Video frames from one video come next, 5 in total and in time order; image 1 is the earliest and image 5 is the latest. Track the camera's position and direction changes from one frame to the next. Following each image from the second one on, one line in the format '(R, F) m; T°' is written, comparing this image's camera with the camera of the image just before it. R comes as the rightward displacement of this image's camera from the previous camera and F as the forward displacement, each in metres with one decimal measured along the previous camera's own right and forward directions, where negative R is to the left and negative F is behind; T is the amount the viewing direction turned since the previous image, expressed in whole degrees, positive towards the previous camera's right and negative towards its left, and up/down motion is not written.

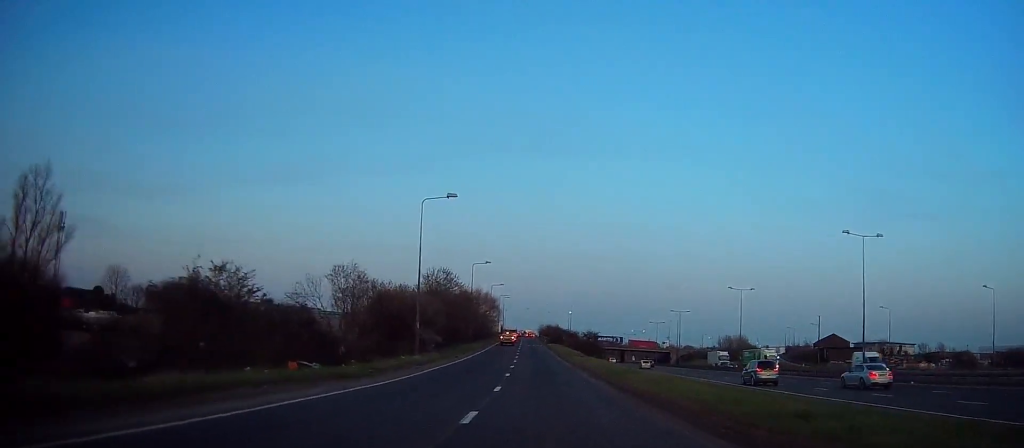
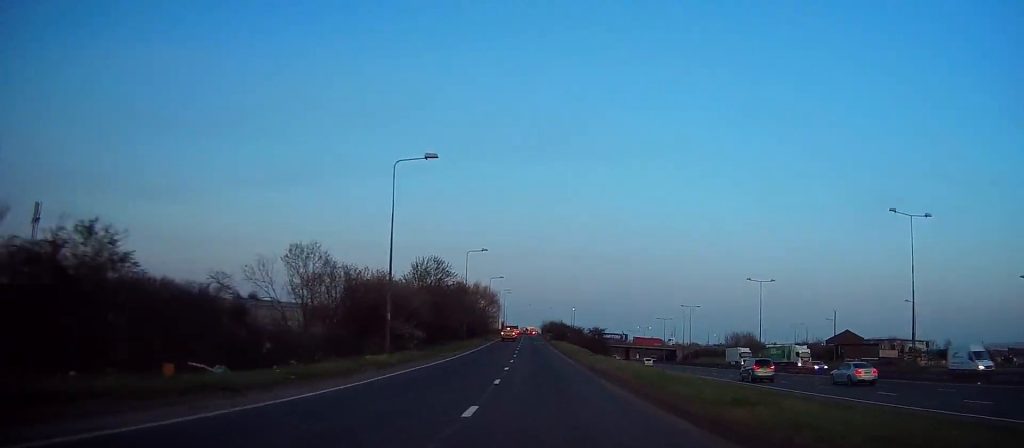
(-0.1, +8.3) m; -1°
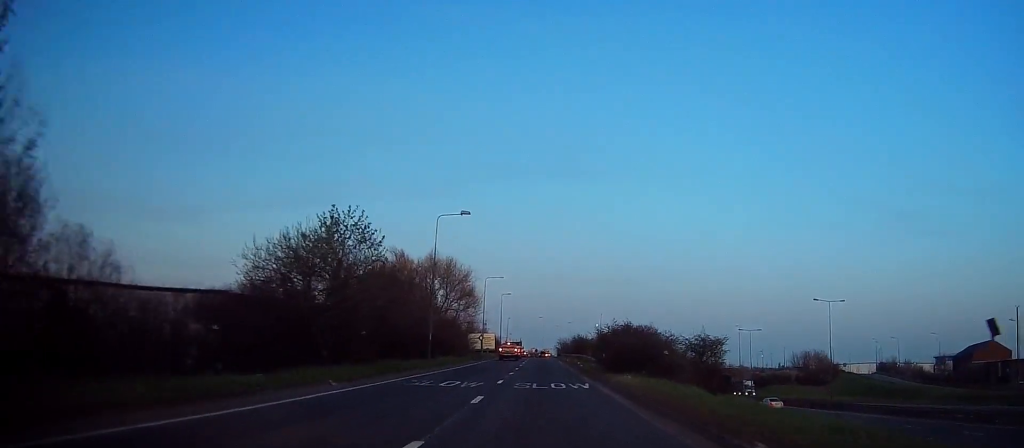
(-1.1, +66.5) m; -1°
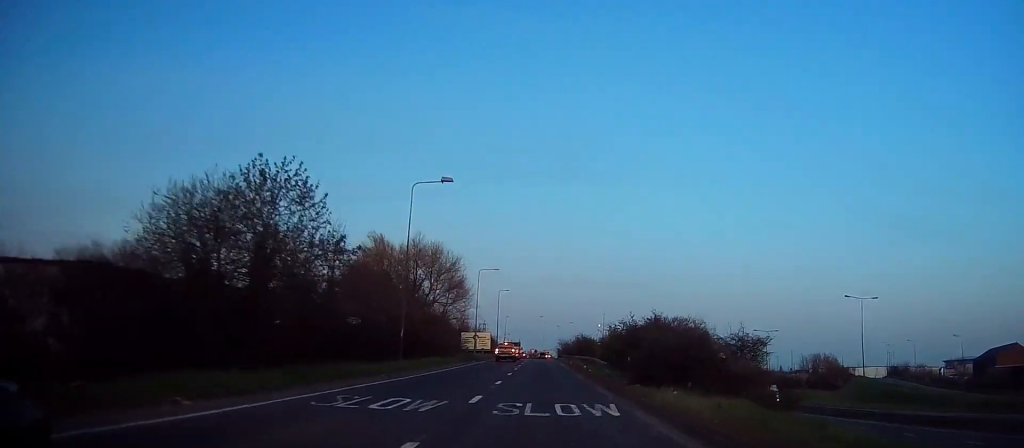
(+0.1, +8.8) m; +1°
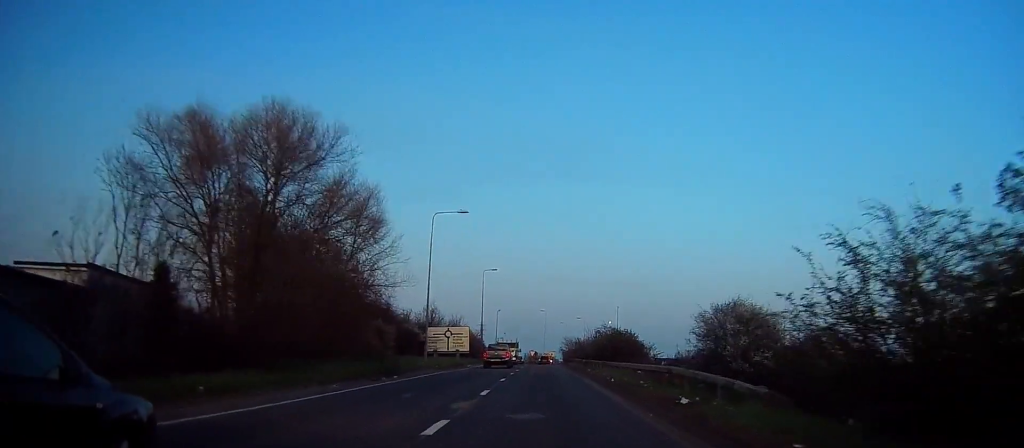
(0.0, +32.2) m; 0°
